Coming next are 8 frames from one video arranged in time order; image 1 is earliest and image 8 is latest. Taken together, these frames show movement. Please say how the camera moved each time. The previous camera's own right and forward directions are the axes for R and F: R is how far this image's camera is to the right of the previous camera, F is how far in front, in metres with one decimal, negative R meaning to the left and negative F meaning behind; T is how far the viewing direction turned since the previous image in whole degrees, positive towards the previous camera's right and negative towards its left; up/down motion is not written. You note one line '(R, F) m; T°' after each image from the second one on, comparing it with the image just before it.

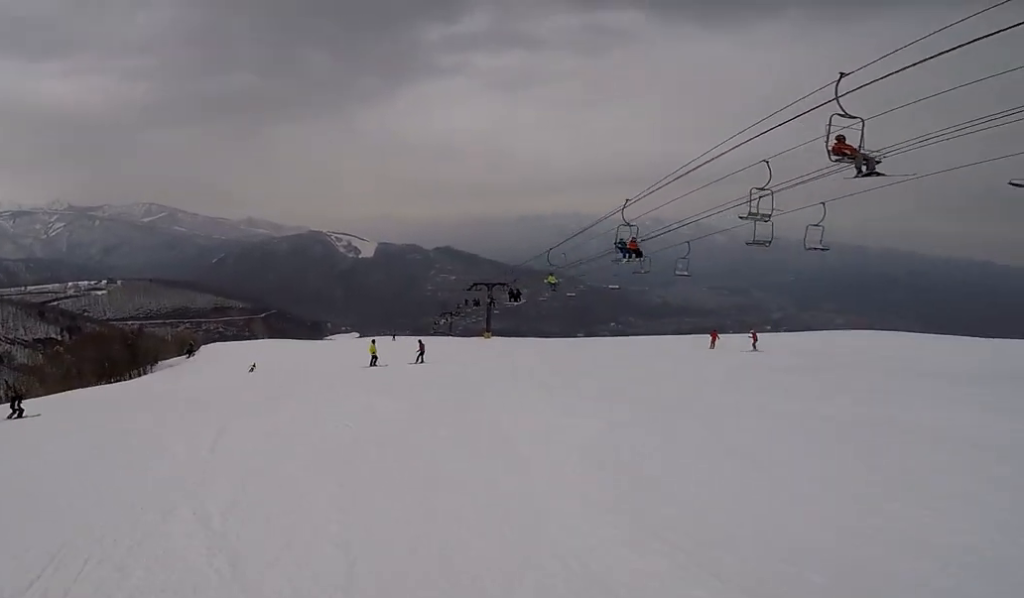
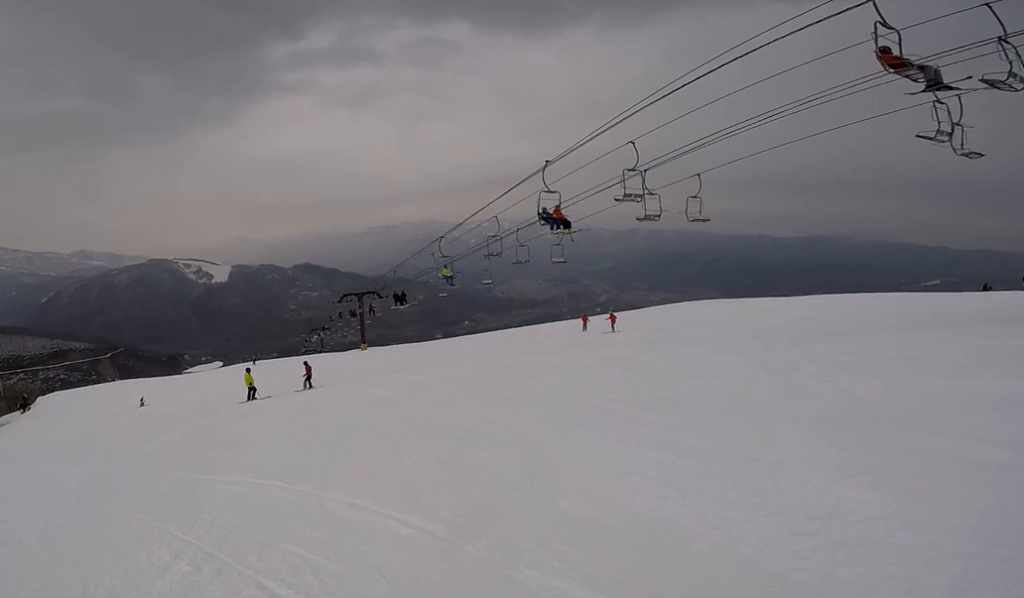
(+0.5, +4.6) m; +16°
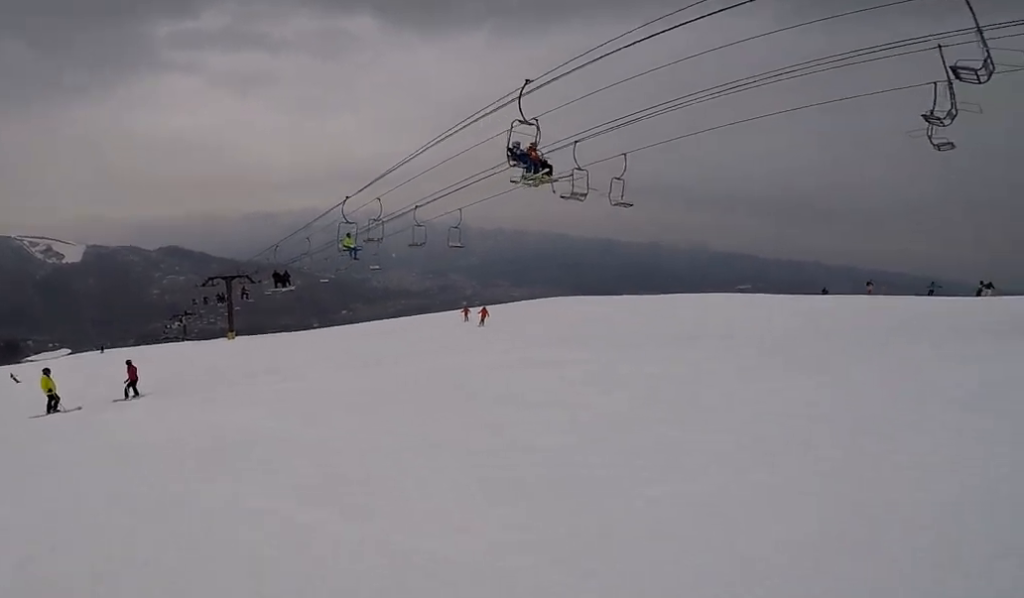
(+0.9, +5.2) m; +18°
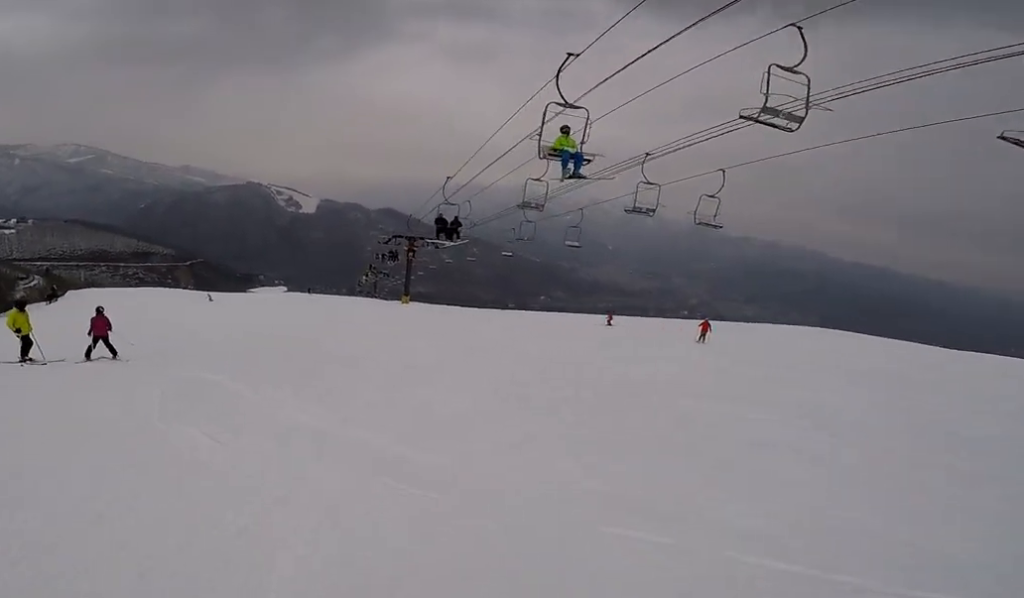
(-0.9, +8.8) m; -28°
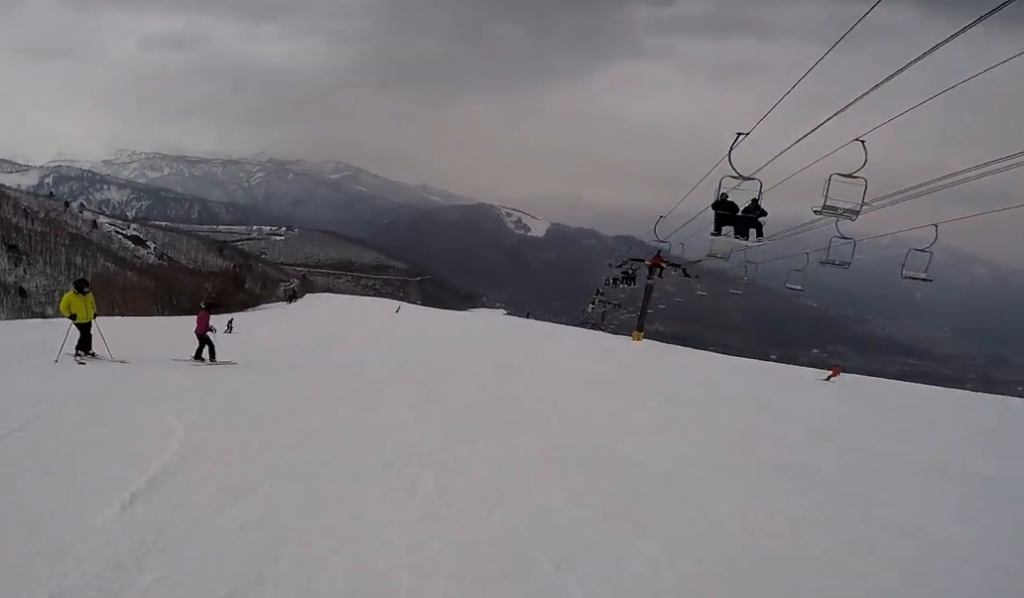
(-0.8, +6.3) m; -8°
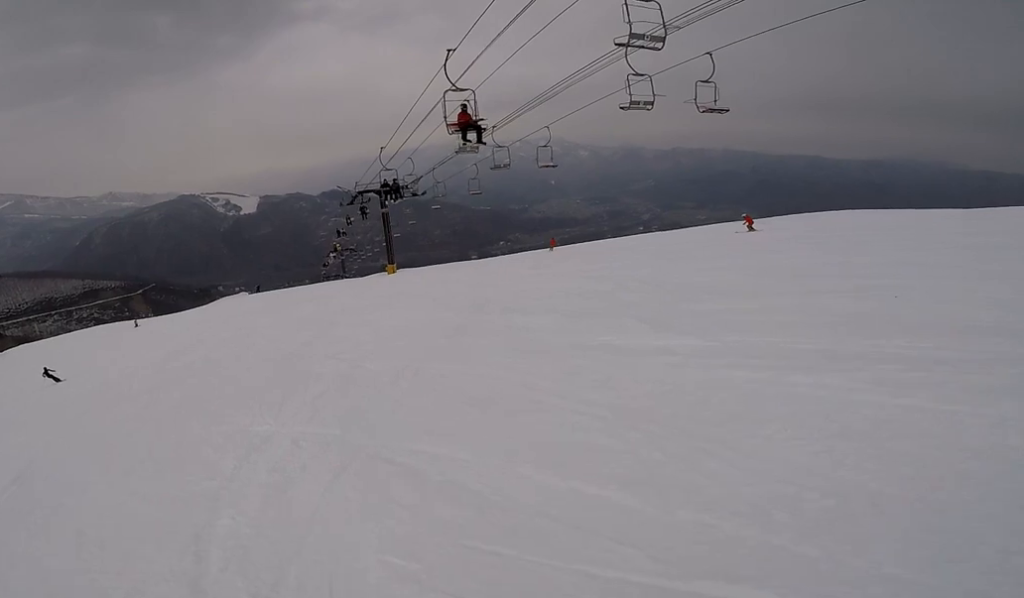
(+0.4, +10.2) m; +5°
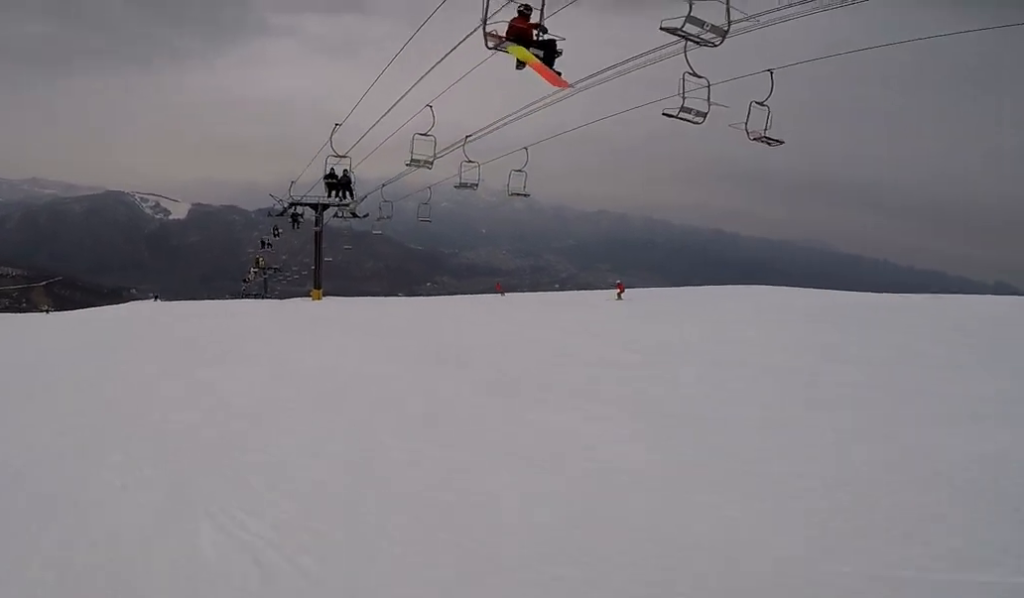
(+0.6, +5.7) m; -8°
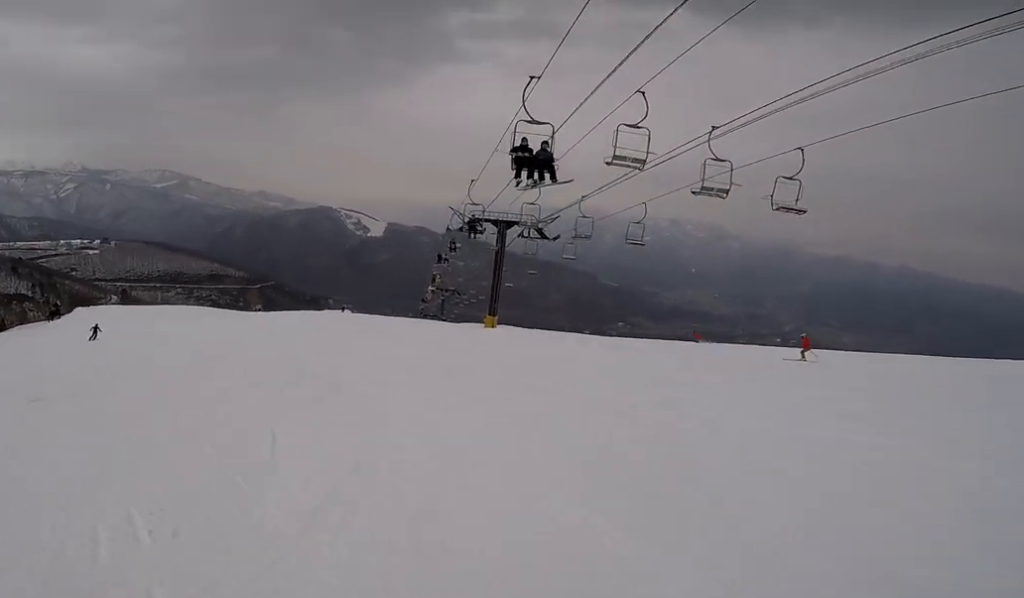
(-1.1, +4.4) m; -11°
